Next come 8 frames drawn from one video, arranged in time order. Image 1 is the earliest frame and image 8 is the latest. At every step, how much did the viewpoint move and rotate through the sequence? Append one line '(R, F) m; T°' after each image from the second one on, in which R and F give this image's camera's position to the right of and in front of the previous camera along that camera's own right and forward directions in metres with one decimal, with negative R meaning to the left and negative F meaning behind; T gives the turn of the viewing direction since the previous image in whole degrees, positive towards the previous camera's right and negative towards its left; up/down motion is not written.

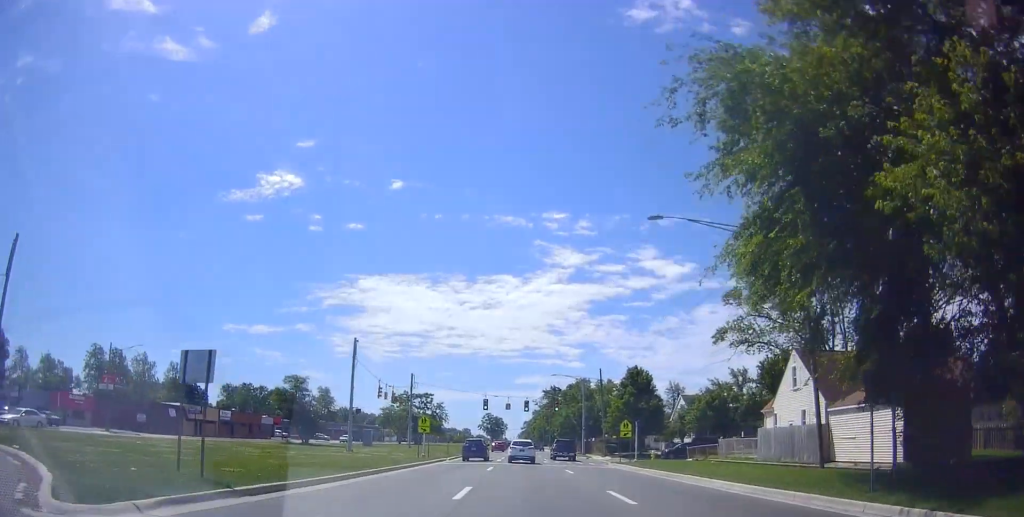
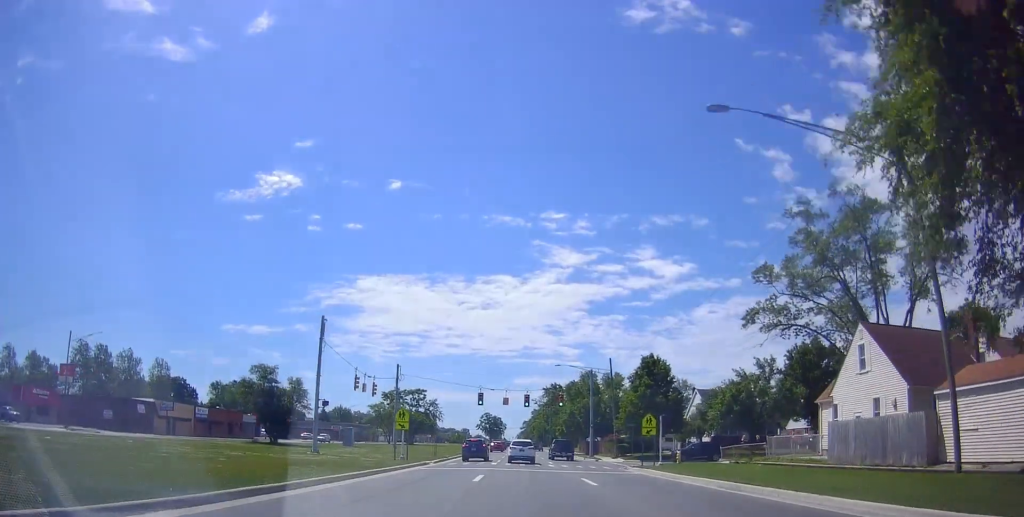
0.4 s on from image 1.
(+0.1, +8.6) m; 0°
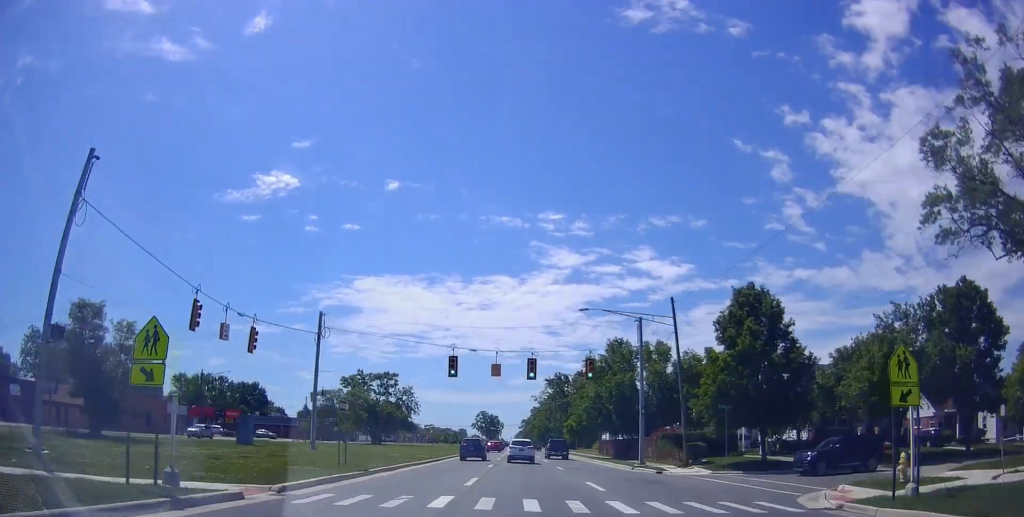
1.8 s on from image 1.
(+0.3, +27.0) m; -1°
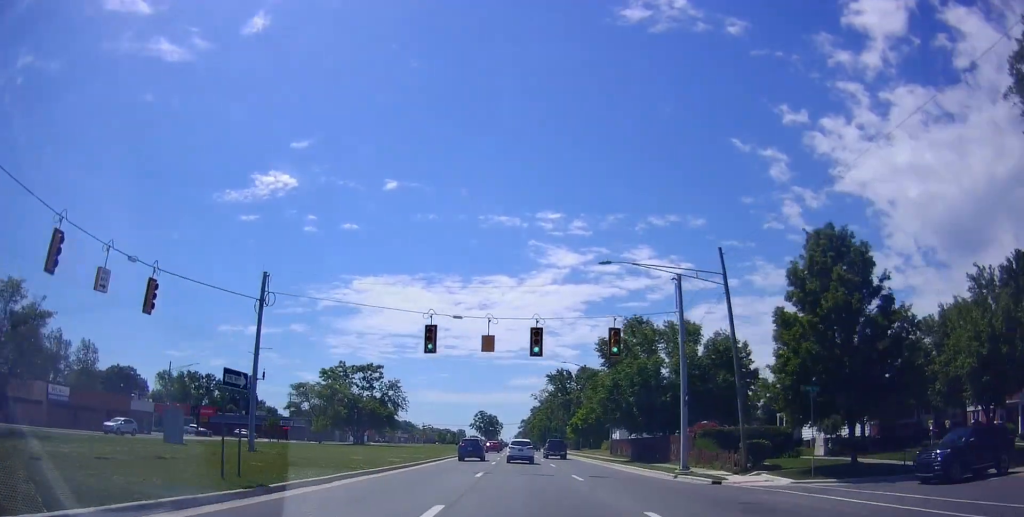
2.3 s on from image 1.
(-0.1, +9.9) m; -1°
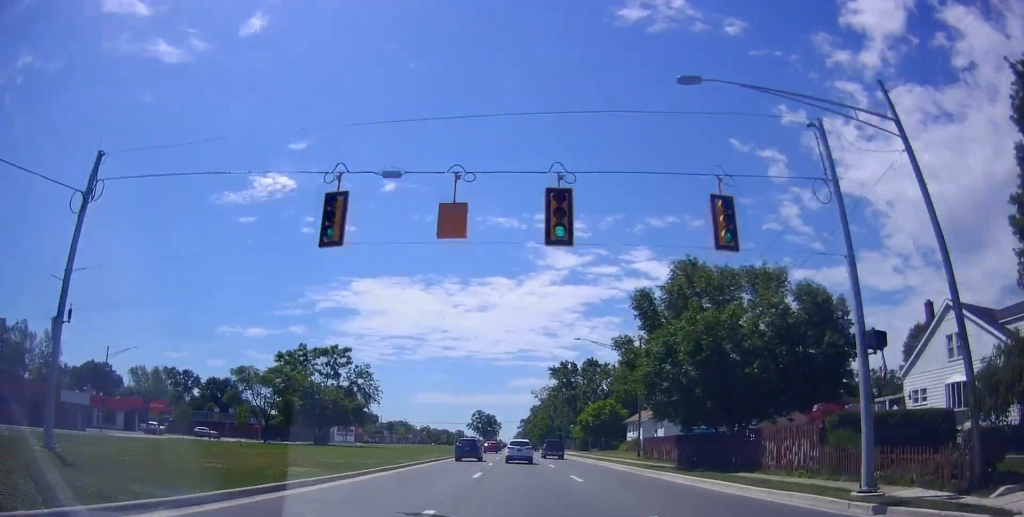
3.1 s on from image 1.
(-0.6, +15.8) m; 0°
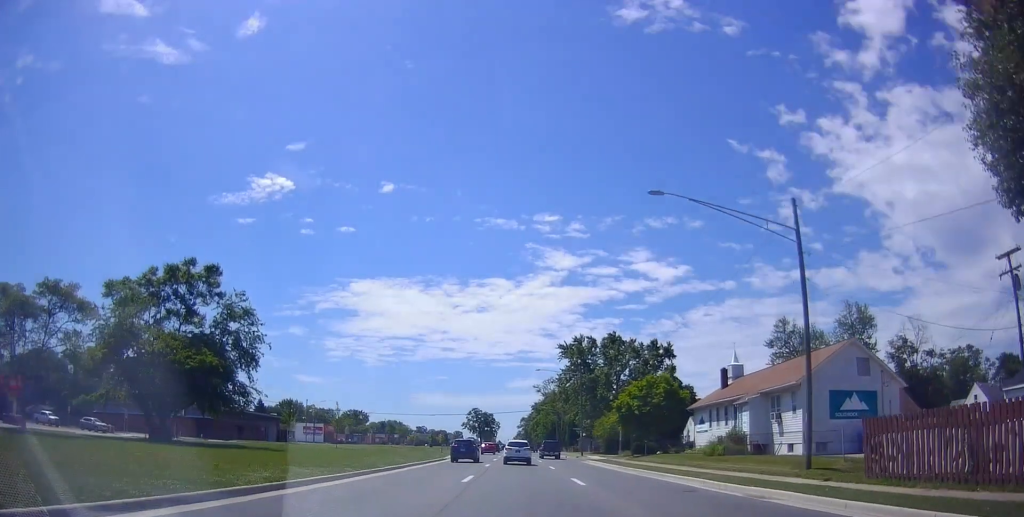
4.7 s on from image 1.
(+1.2, +31.7) m; +2°
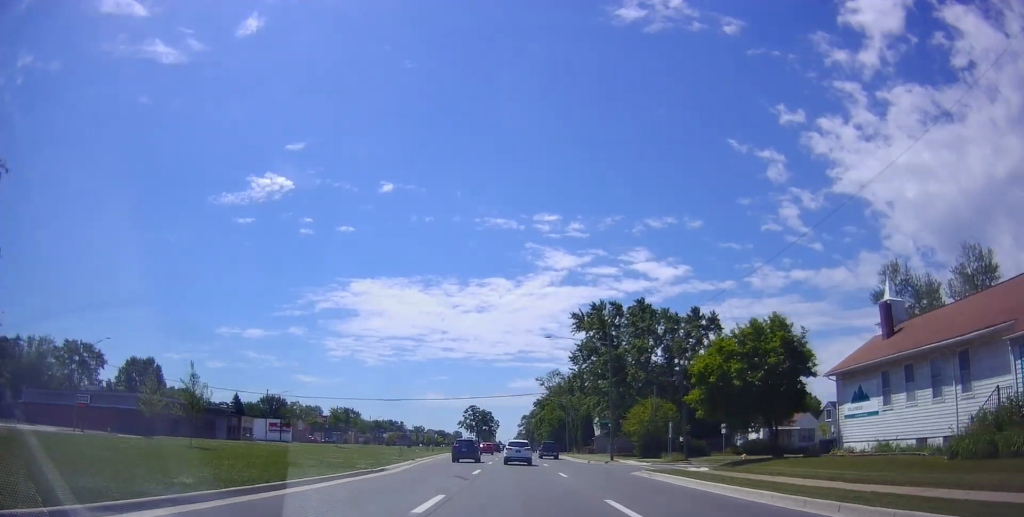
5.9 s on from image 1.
(0.0, +24.3) m; -2°
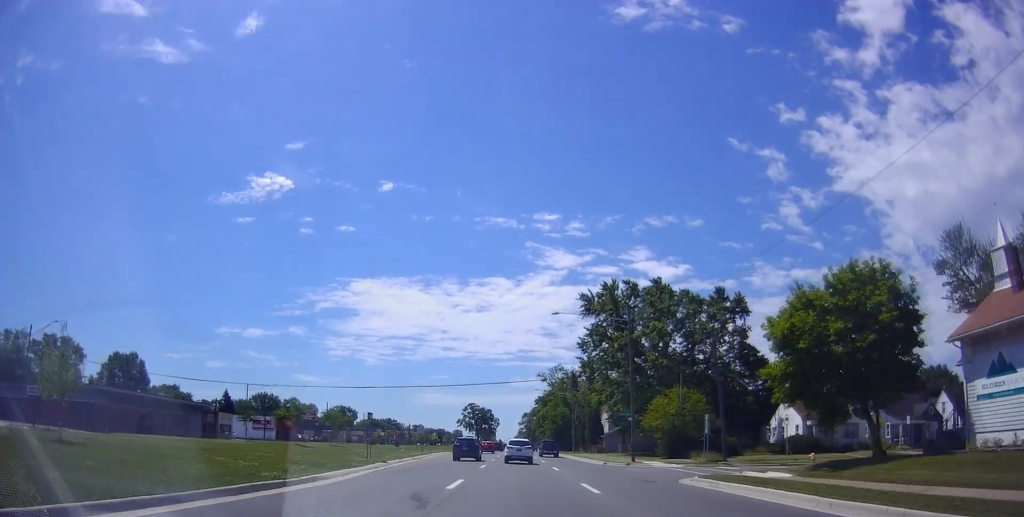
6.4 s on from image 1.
(-0.3, +9.9) m; 0°
